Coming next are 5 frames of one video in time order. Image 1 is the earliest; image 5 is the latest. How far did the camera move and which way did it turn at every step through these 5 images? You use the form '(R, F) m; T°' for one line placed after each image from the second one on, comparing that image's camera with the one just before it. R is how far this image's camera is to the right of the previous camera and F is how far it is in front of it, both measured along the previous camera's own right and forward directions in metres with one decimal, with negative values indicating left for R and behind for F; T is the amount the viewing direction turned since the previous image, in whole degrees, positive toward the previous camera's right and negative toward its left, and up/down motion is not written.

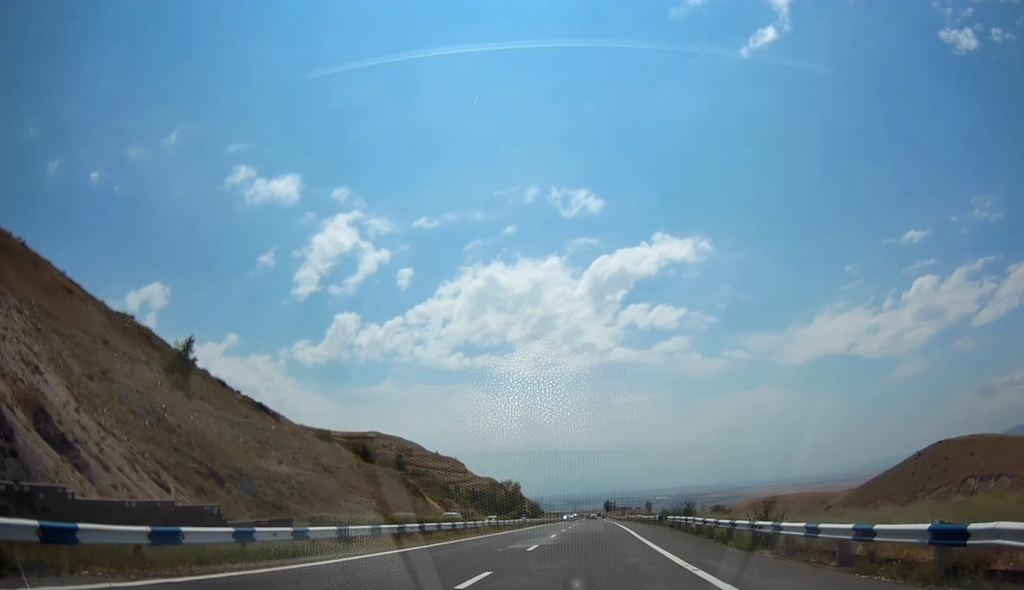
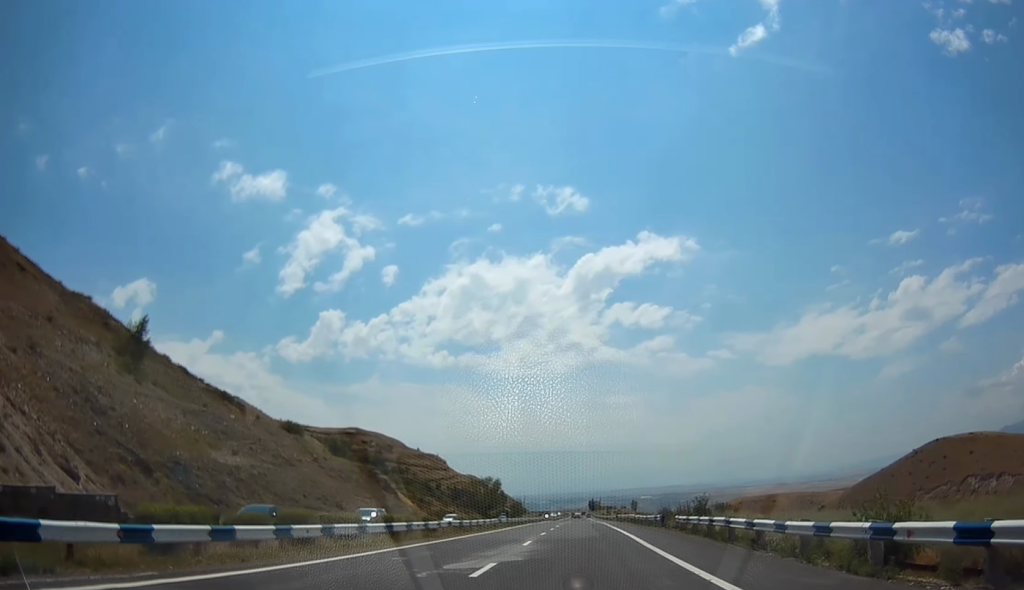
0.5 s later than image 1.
(+0.1, +9.8) m; +1°
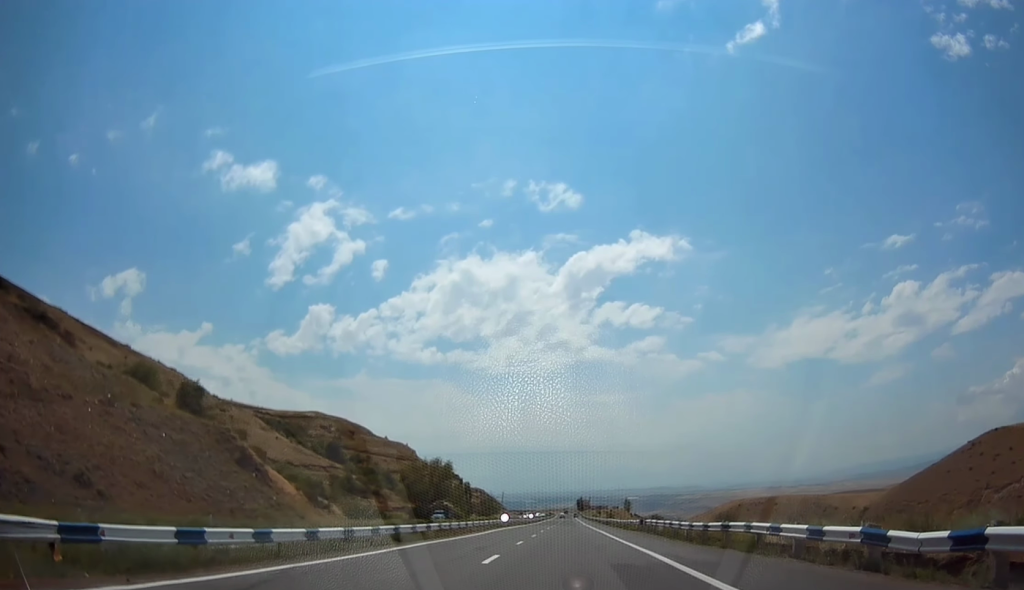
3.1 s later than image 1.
(+3.2, +52.4) m; +5°
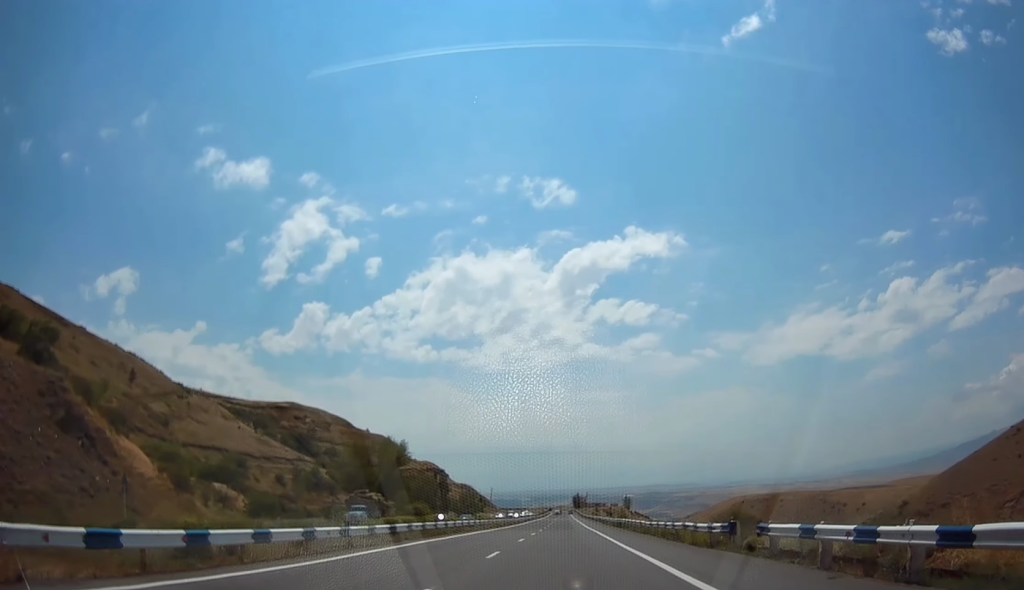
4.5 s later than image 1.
(+0.2, +29.8) m; +1°
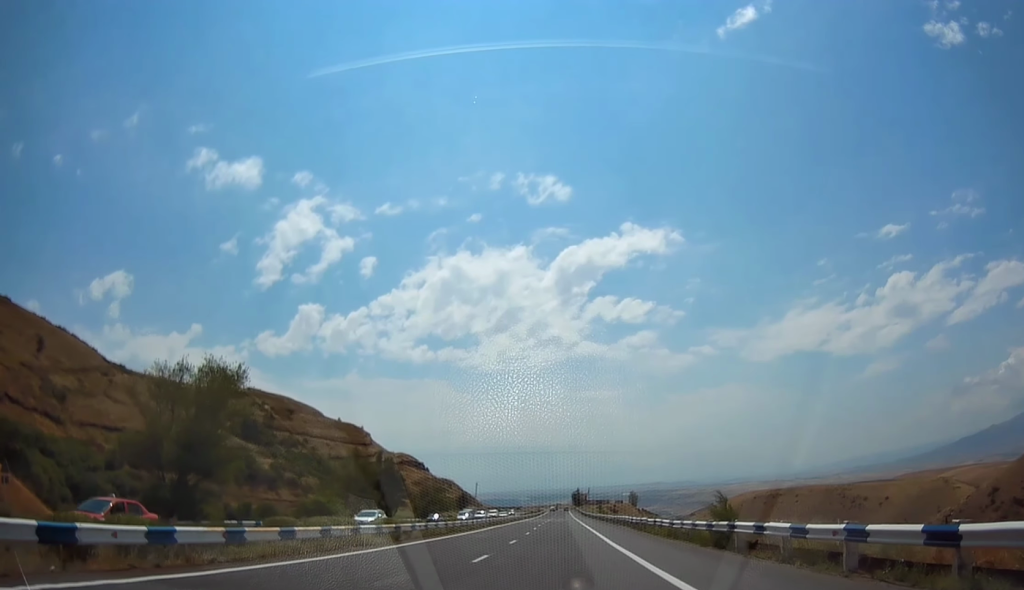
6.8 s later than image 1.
(-0.4, +46.0) m; 0°
